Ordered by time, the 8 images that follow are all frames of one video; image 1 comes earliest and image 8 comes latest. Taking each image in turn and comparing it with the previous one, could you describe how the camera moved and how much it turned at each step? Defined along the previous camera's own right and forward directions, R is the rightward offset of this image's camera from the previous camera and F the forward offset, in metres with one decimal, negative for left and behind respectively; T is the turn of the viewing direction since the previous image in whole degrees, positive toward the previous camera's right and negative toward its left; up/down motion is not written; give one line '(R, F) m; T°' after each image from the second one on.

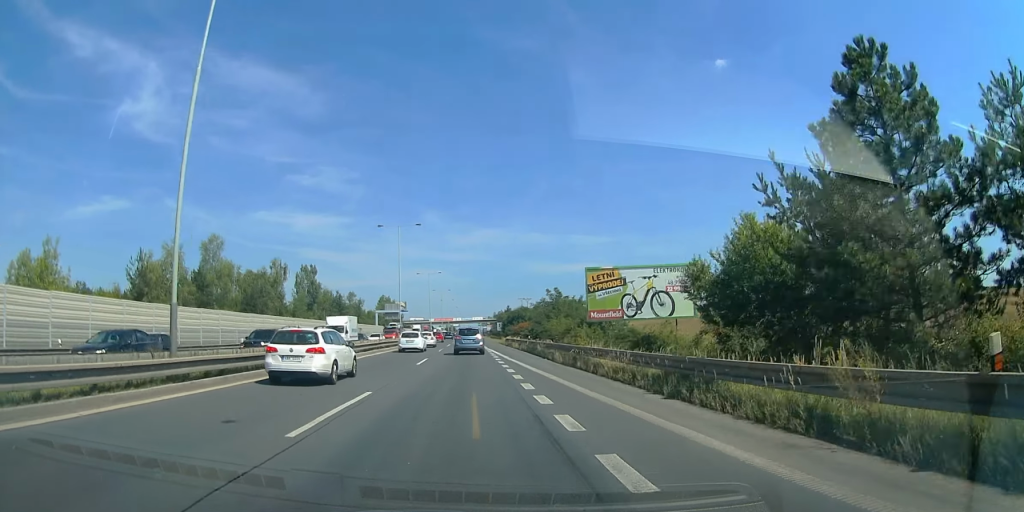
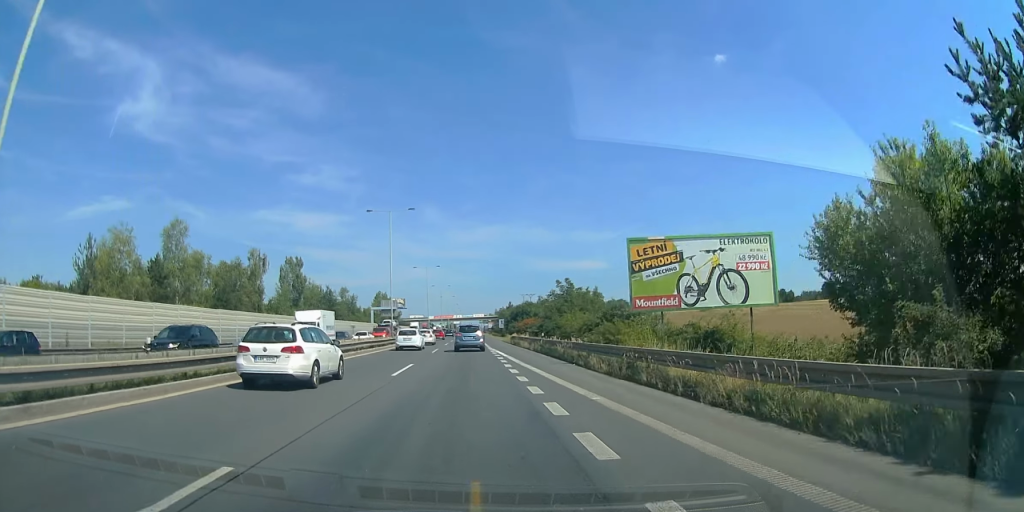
(0.0, +8.1) m; 0°
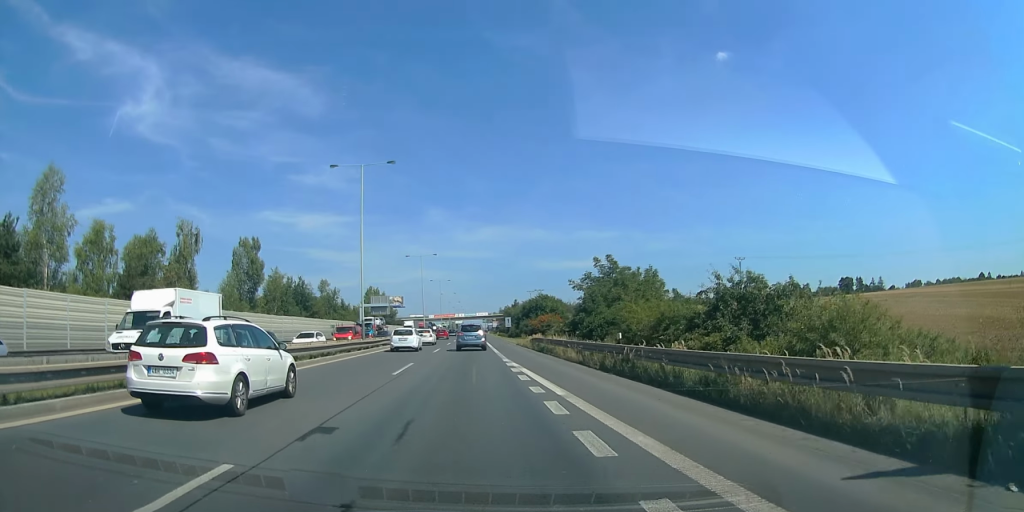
(0.0, +18.5) m; 0°
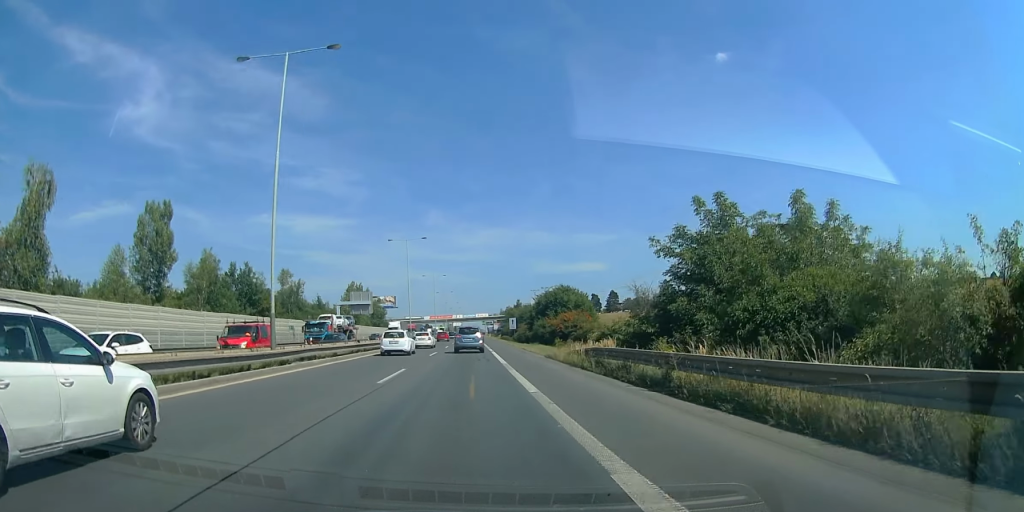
(0.0, +20.8) m; 0°
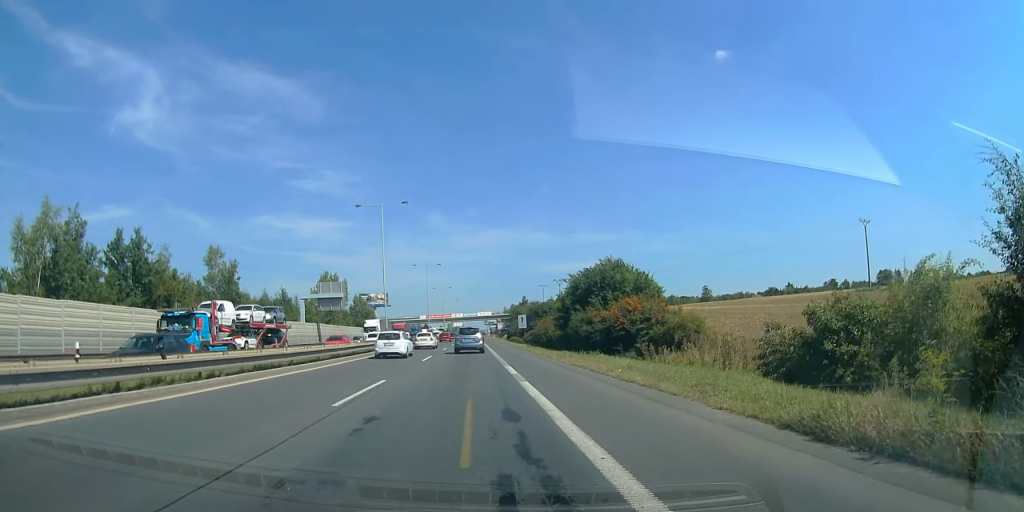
(0.0, +23.5) m; +1°
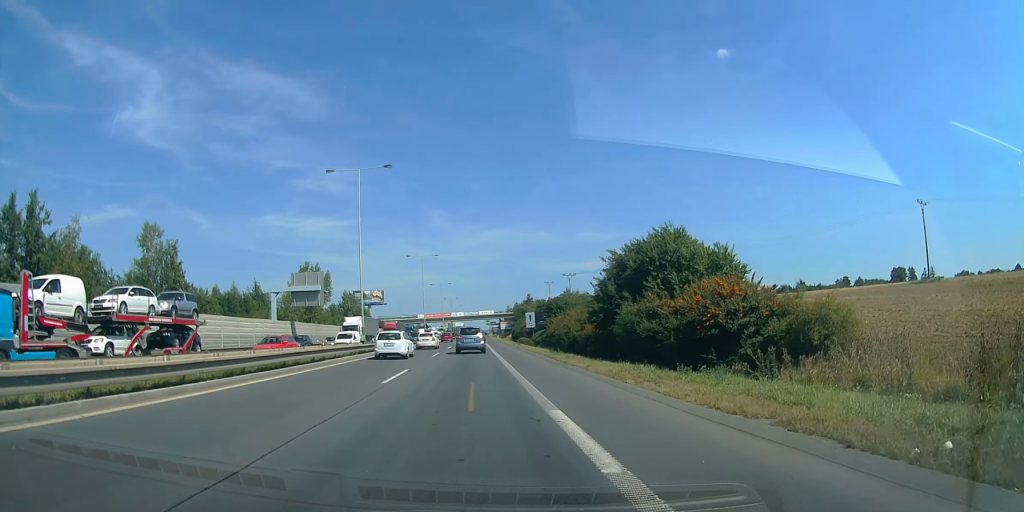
(-0.2, +12.9) m; +3°
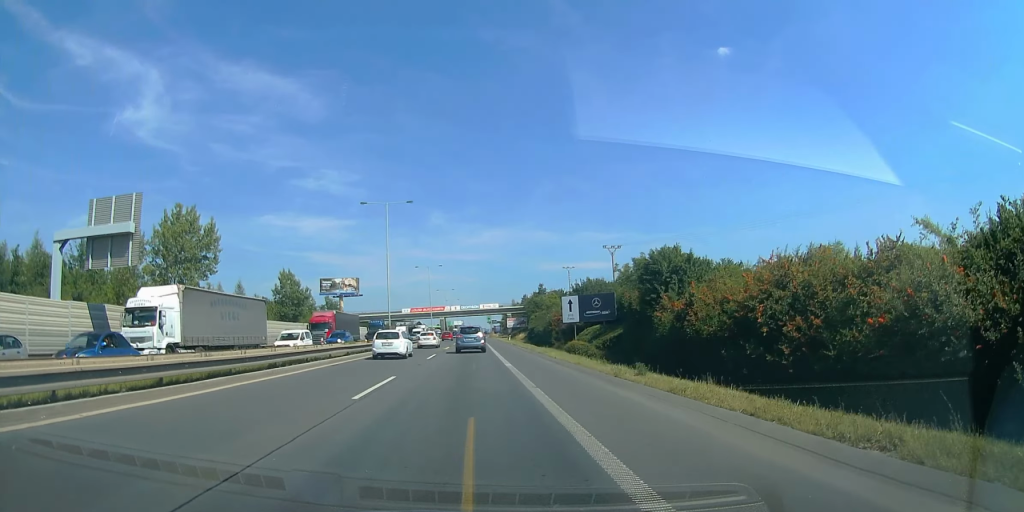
(+0.3, +39.4) m; -4°
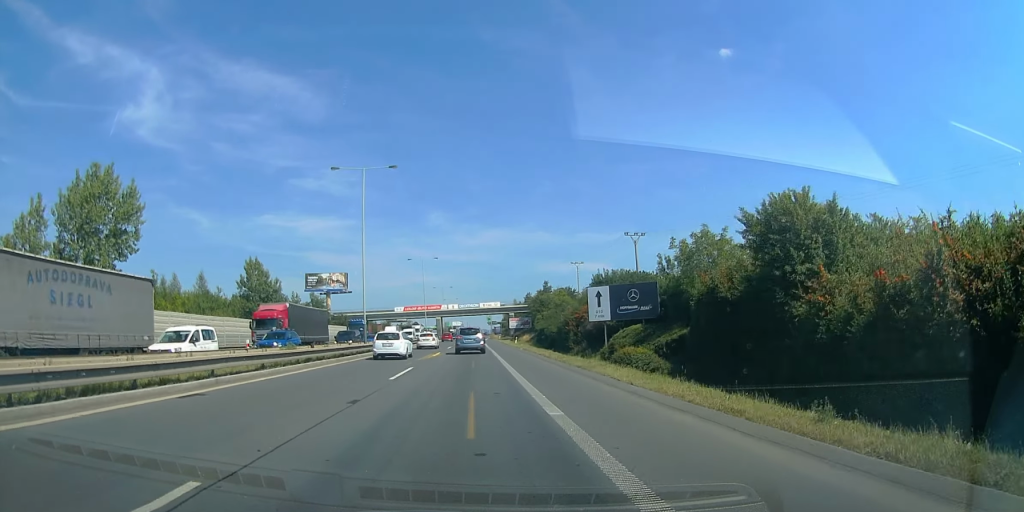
(0.0, +11.2) m; 0°
